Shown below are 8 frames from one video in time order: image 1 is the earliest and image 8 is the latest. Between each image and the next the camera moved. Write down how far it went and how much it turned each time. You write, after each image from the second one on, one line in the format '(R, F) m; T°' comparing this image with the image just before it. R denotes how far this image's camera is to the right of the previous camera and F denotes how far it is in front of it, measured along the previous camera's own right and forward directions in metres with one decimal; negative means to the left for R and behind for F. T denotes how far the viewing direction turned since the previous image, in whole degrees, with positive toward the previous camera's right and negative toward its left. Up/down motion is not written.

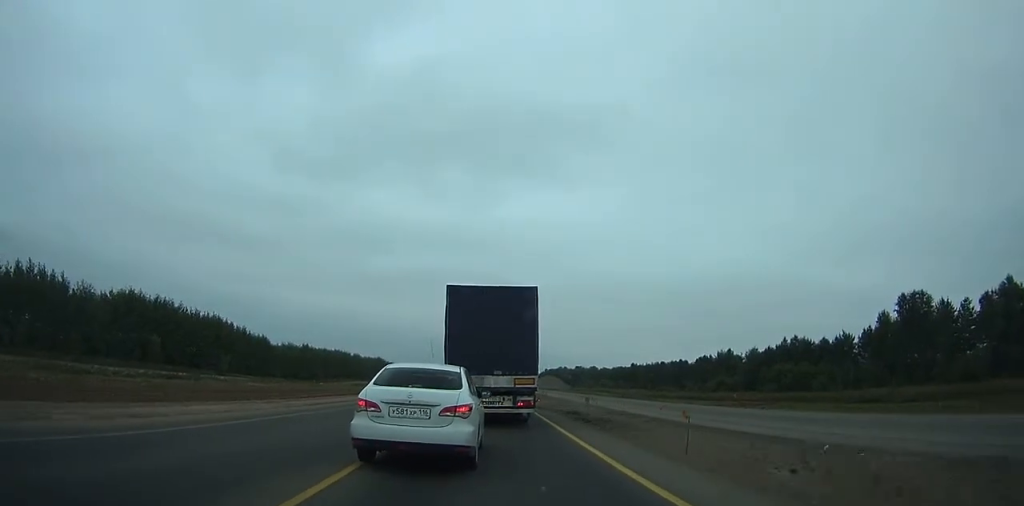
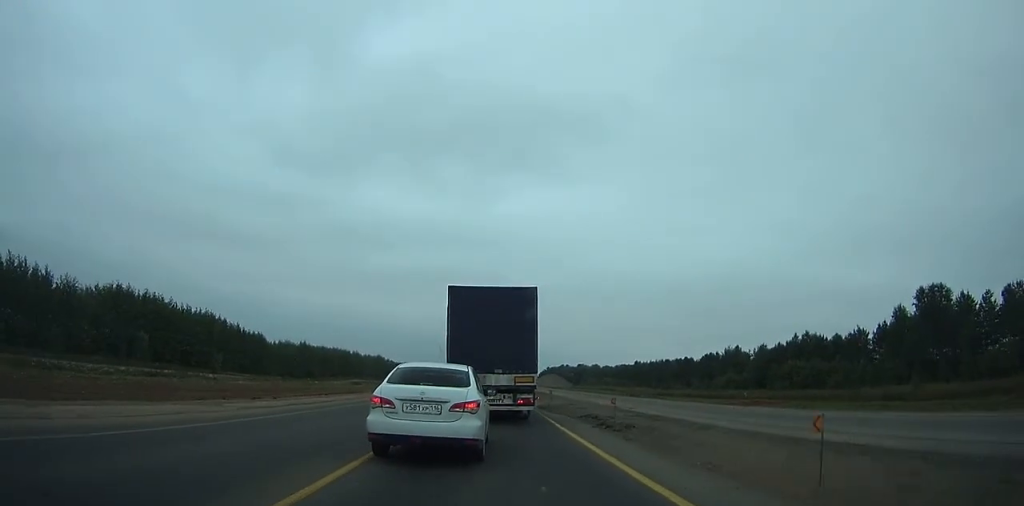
(0.0, +4.0) m; +1°
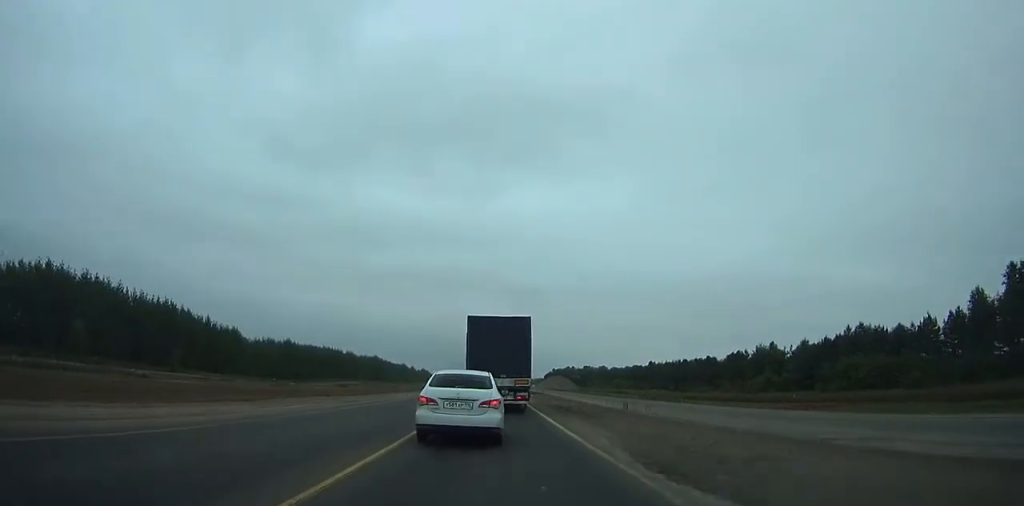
(-0.2, +21.5) m; -1°
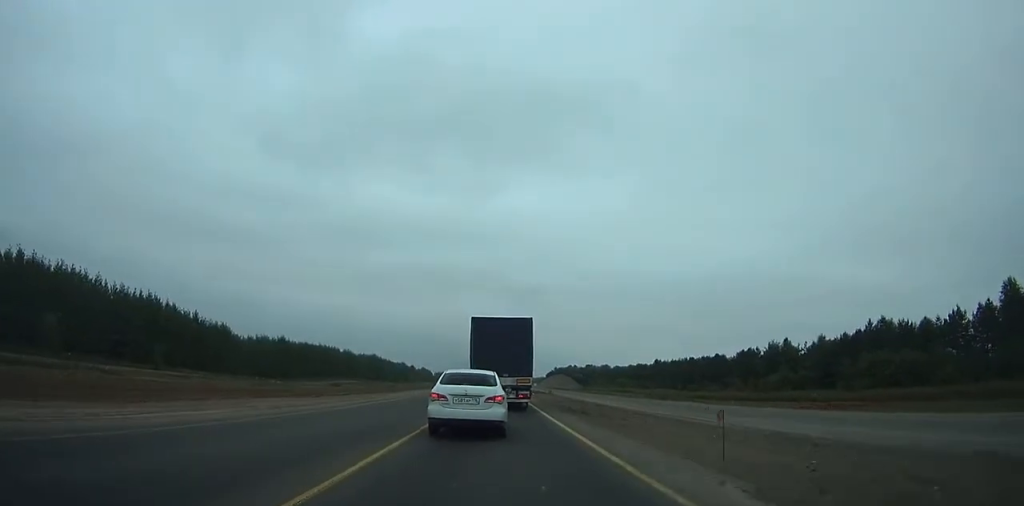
(0.0, +6.6) m; 0°
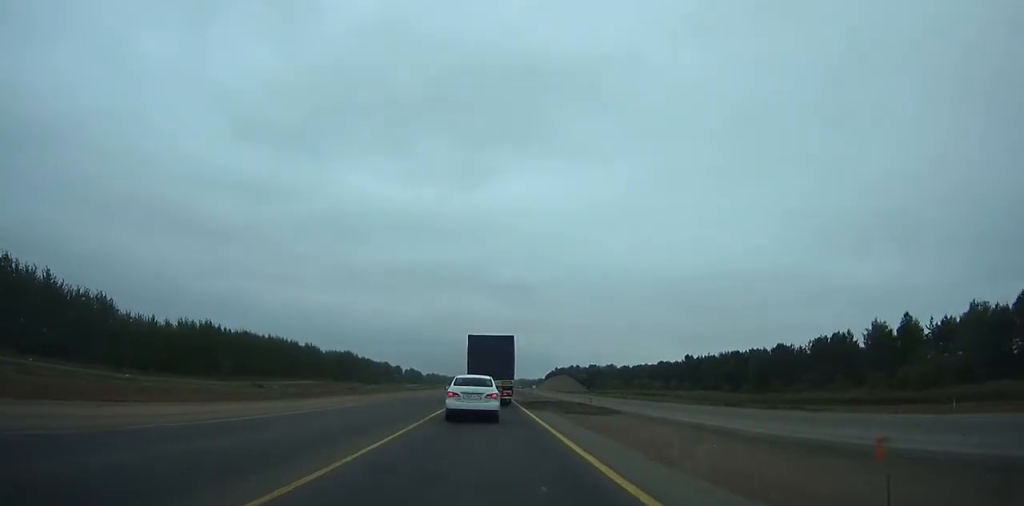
(0.0, +48.4) m; 0°
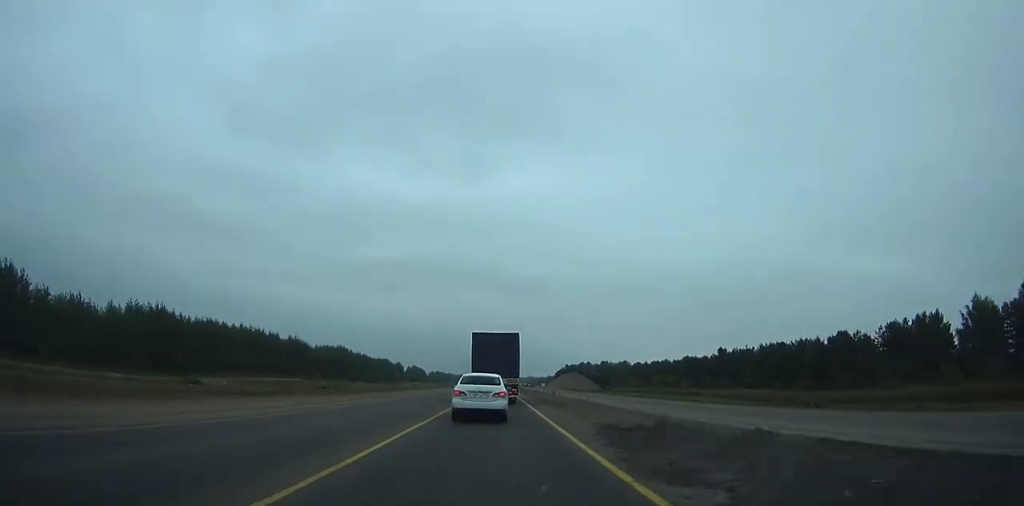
(+0.3, +23.0) m; +1°
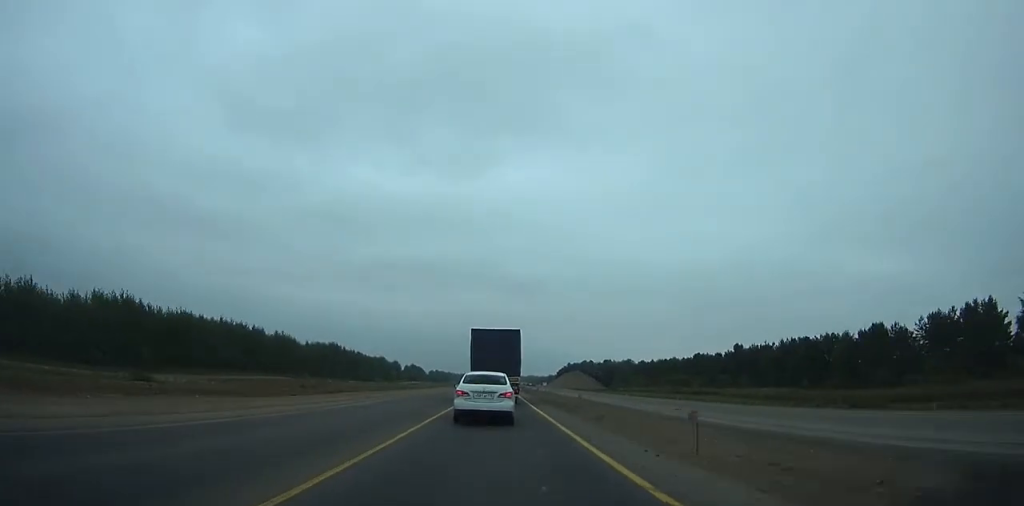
(+0.1, +11.6) m; 0°
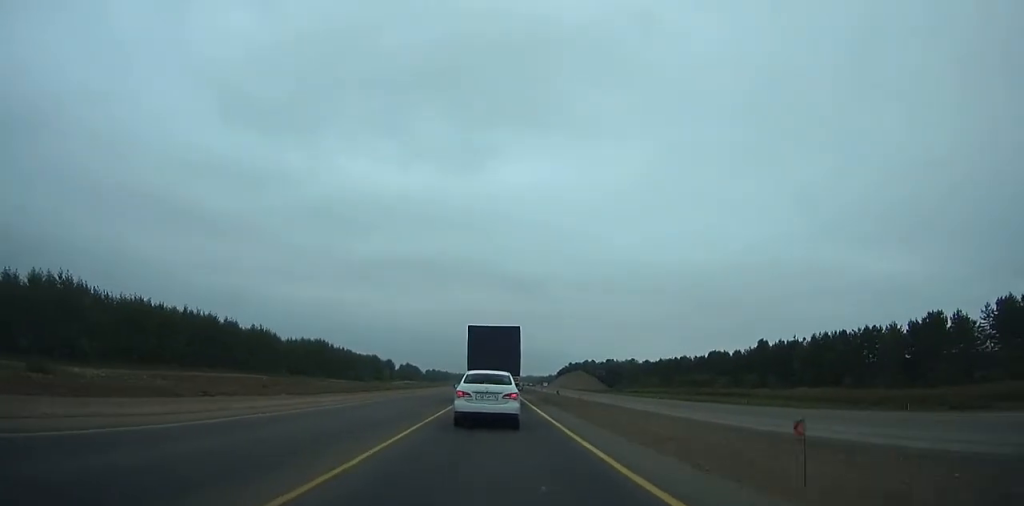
(0.0, +16.6) m; 0°
